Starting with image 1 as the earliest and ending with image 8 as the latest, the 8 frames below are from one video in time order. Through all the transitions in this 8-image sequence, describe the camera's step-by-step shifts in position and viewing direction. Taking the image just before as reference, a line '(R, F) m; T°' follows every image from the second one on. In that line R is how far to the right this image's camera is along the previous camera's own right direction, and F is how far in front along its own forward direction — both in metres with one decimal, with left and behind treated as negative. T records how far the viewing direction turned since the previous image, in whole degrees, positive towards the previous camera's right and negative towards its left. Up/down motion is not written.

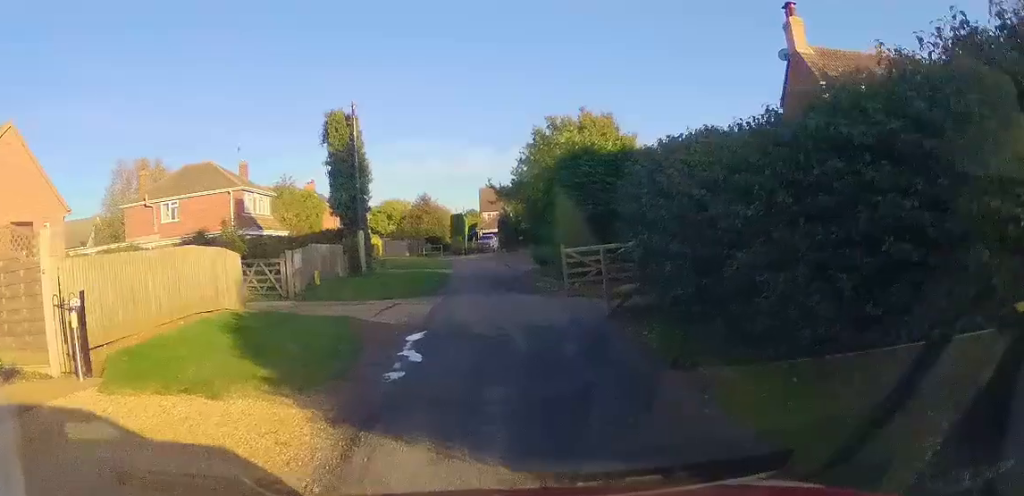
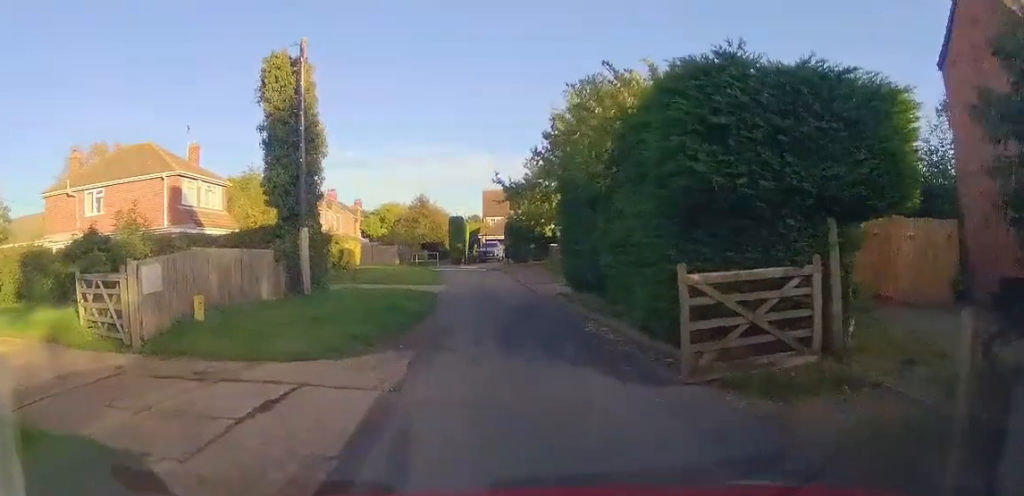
(+0.3, +8.5) m; +6°
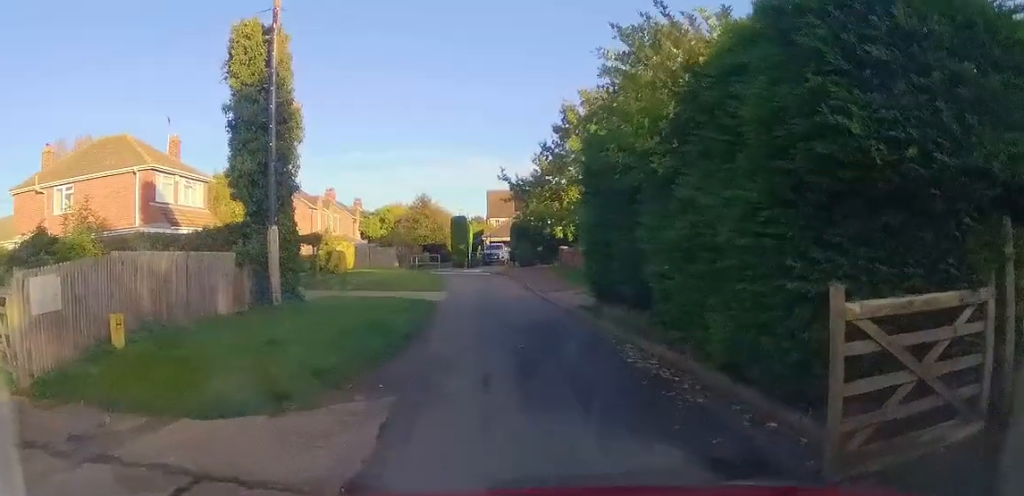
(0.0, +2.8) m; 0°
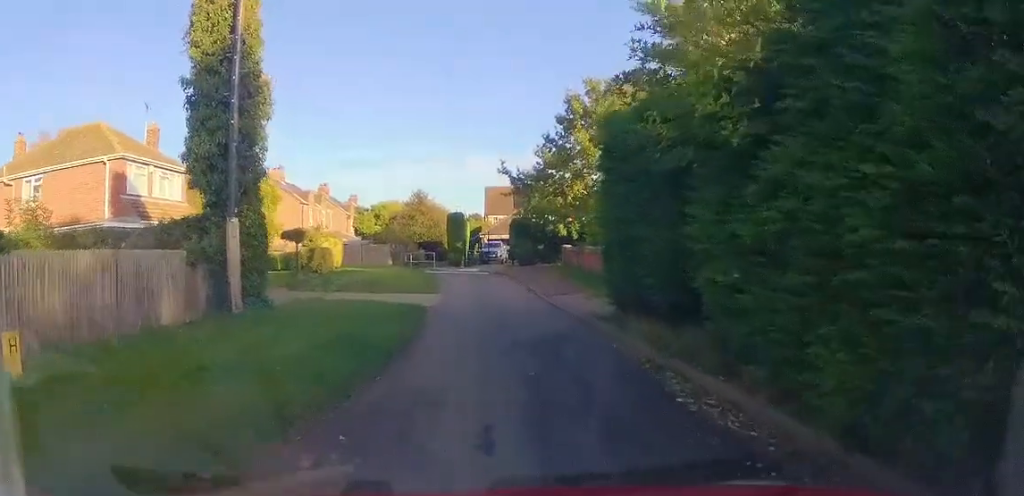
(-0.3, +2.2) m; 0°
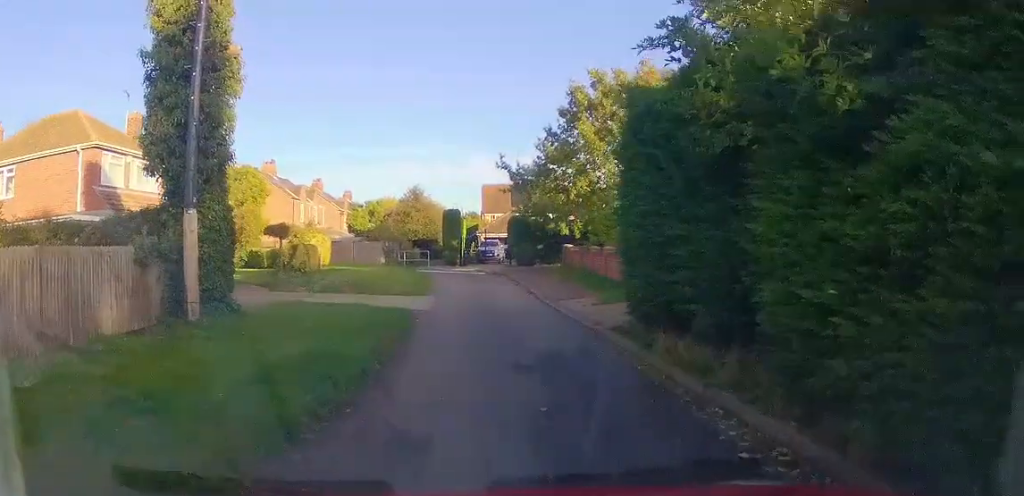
(+0.1, +1.7) m; 0°
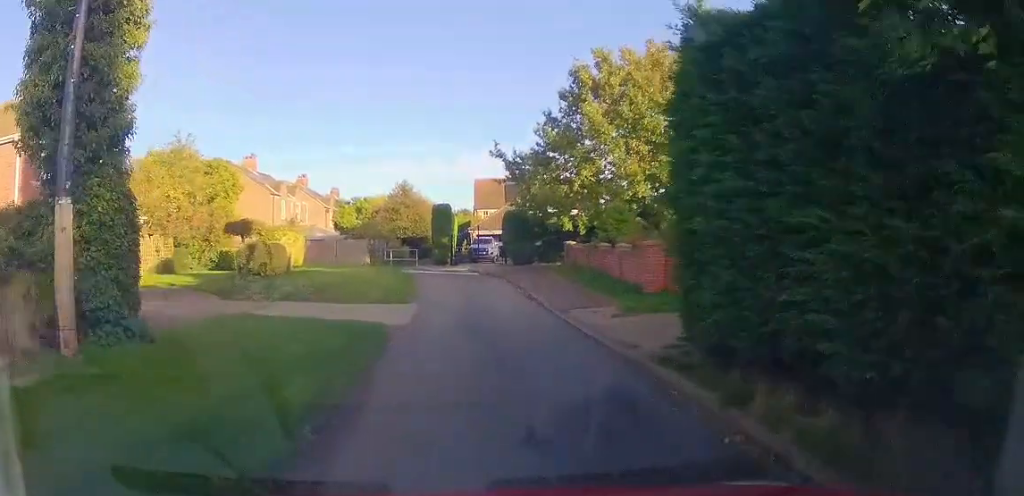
(+0.2, +3.2) m; -1°
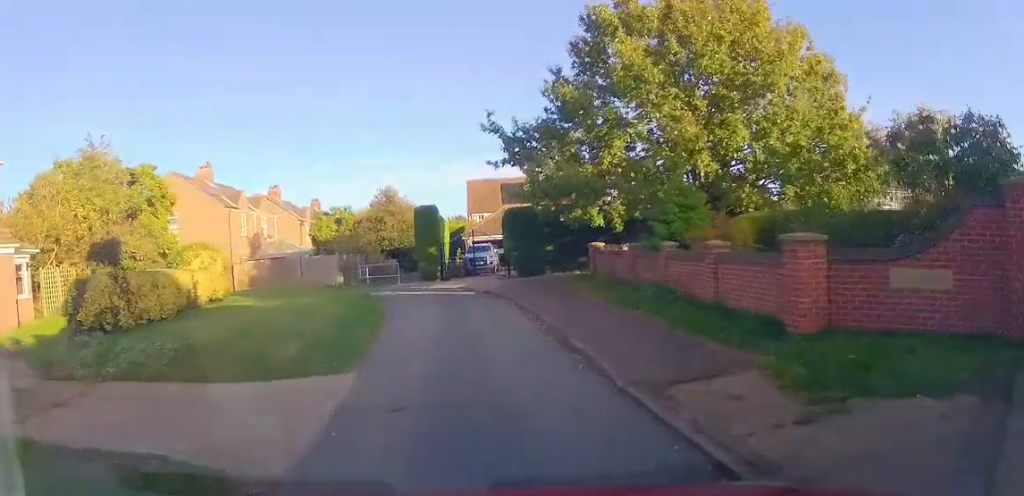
(0.0, +7.6) m; 0°
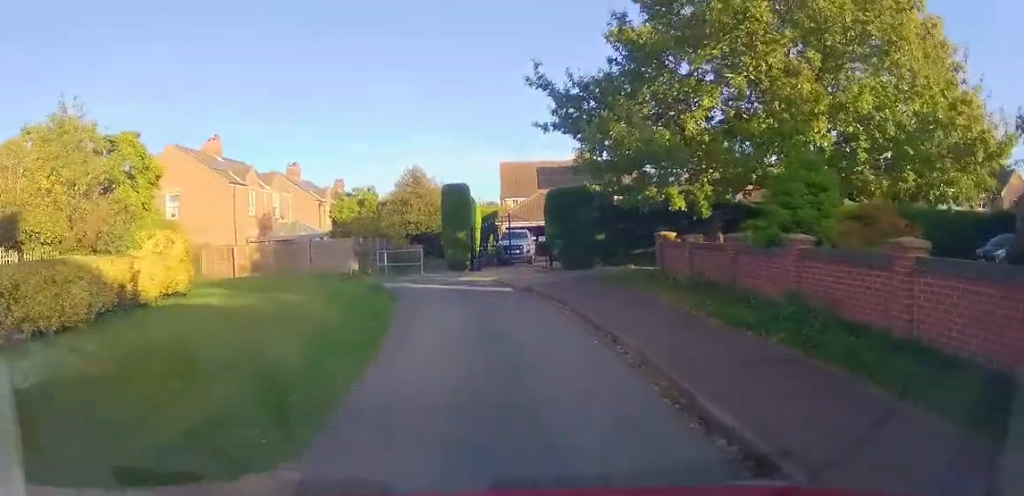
(-0.4, +4.2) m; +1°
